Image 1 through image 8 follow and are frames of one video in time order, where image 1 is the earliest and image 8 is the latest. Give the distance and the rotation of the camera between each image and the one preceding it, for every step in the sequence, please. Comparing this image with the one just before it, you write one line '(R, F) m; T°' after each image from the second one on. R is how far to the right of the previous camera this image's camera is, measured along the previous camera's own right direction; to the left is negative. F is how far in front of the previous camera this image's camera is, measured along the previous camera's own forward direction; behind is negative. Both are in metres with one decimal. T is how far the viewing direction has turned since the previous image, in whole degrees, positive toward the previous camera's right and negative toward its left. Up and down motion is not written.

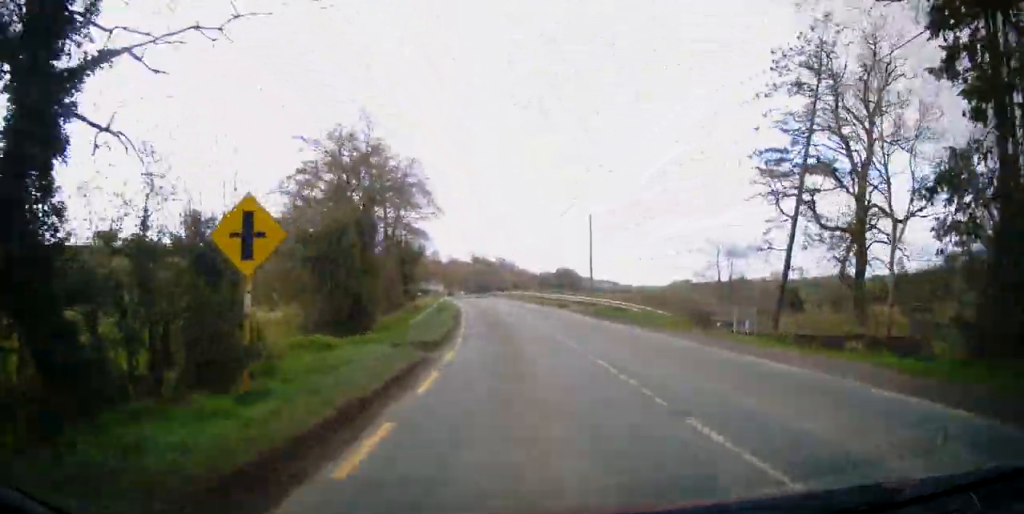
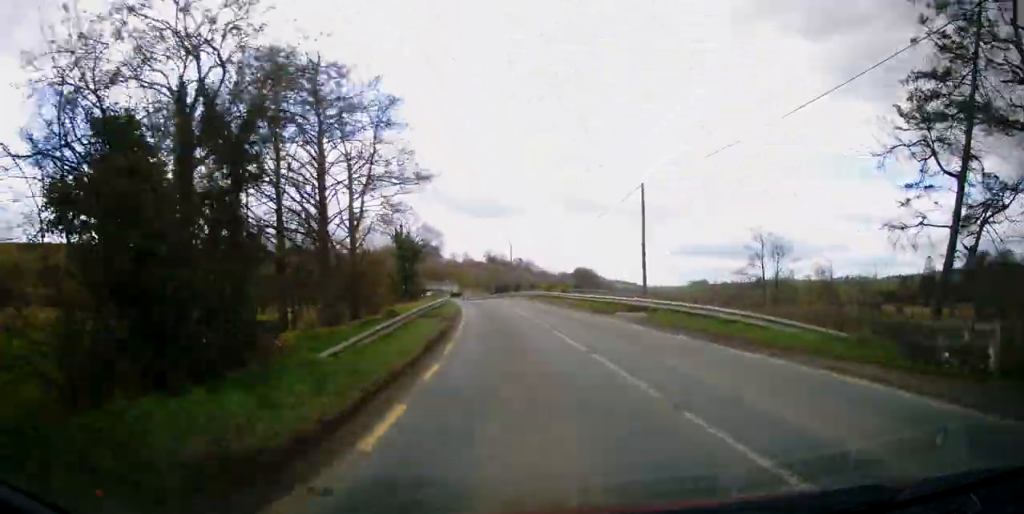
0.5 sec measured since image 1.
(-0.1, +11.3) m; -1°
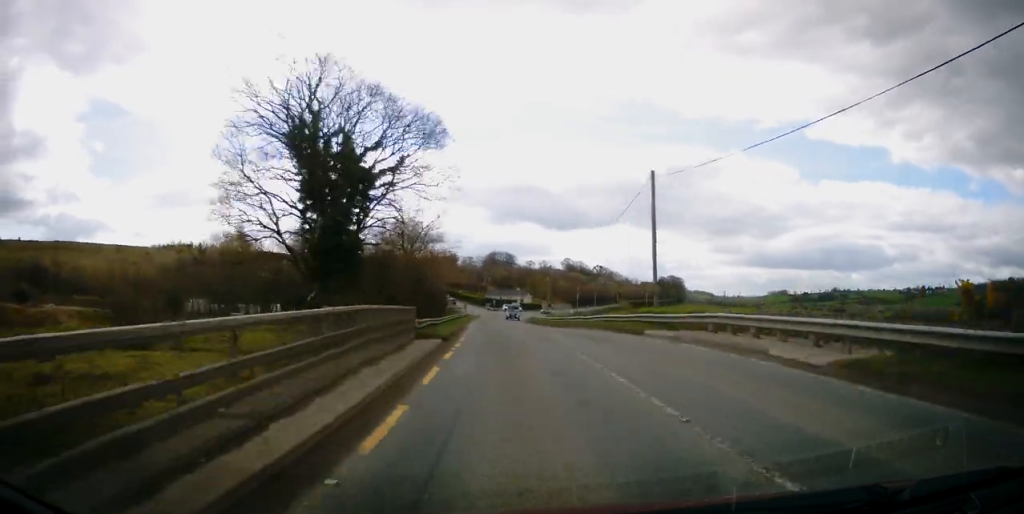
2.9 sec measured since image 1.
(-2.8, +47.9) m; -8°
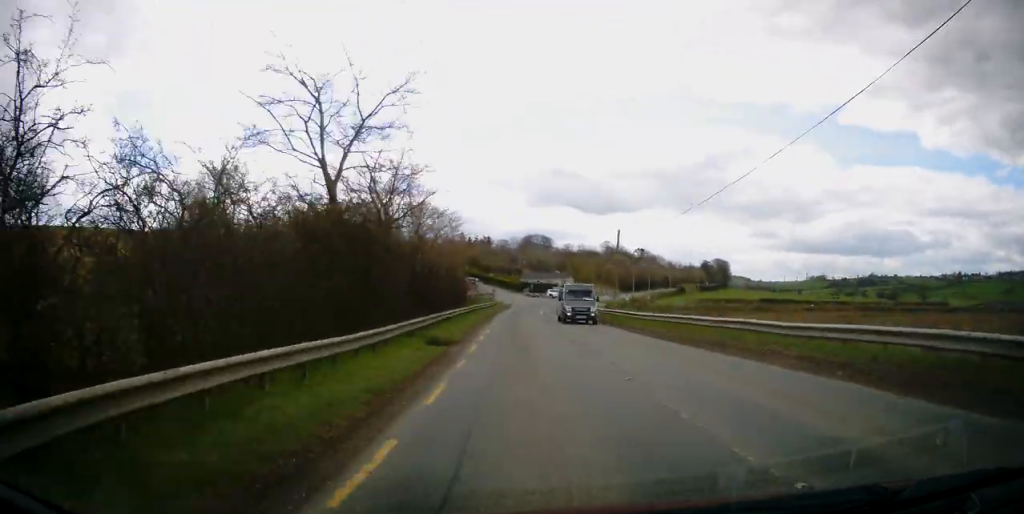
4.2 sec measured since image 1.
(-1.2, +25.8) m; -4°
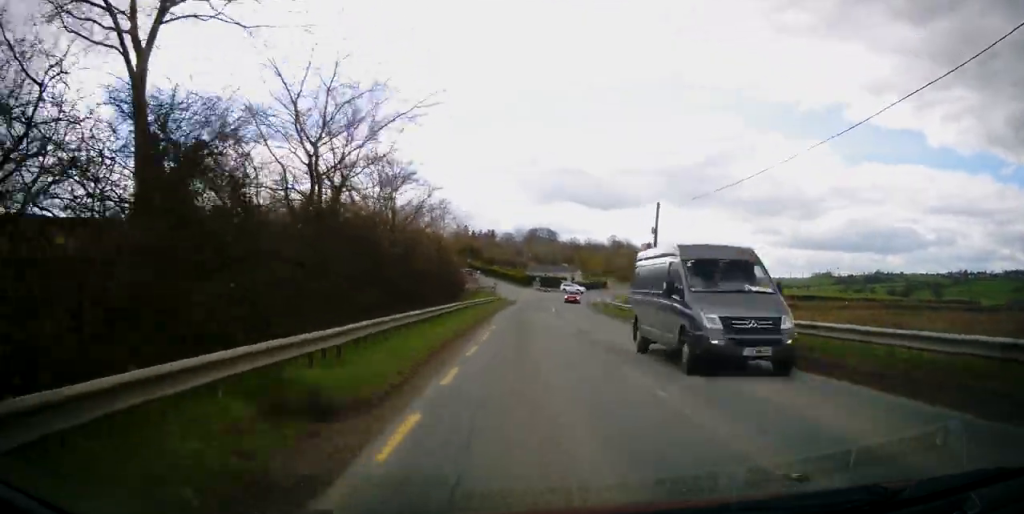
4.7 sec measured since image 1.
(-0.1, +11.1) m; -1°
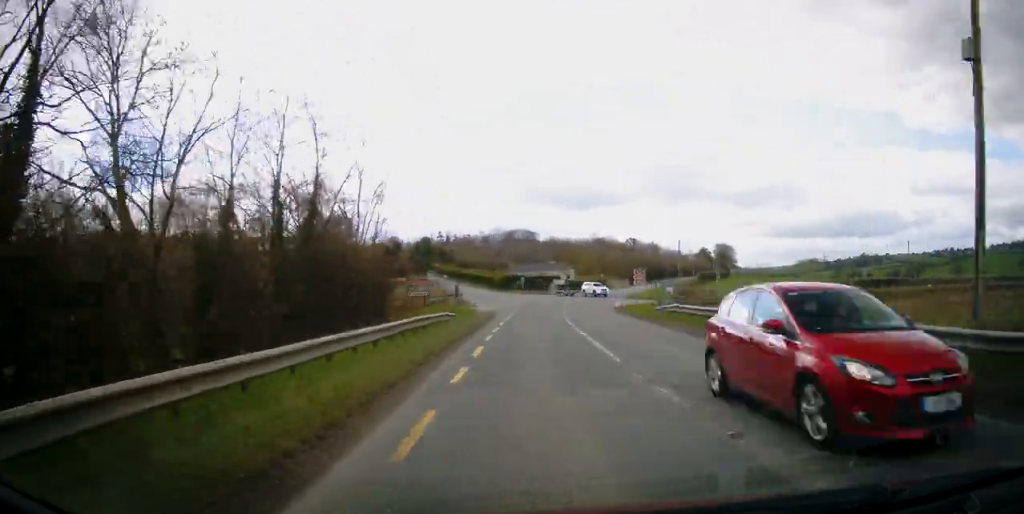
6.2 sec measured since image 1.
(+0.1, +27.7) m; +1°
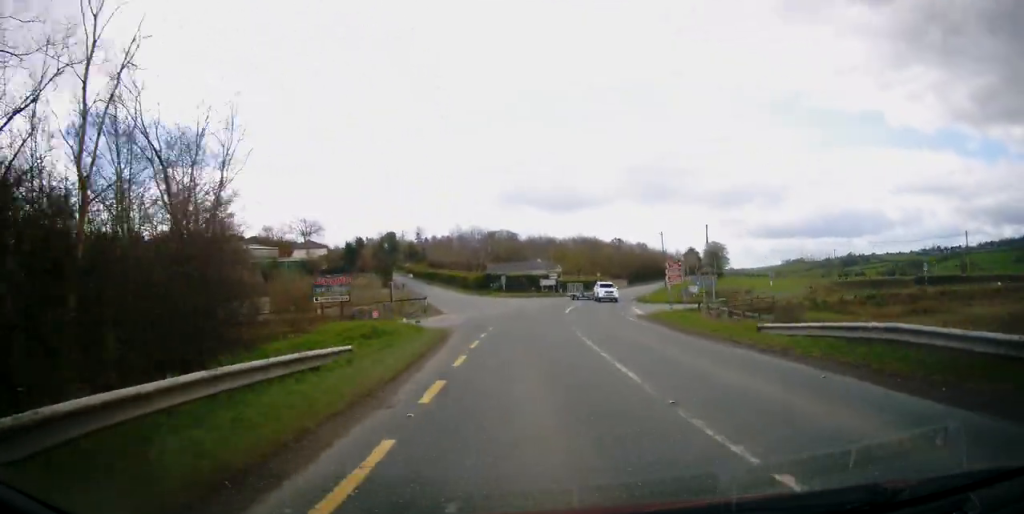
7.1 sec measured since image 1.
(+0.2, +17.7) m; +1°
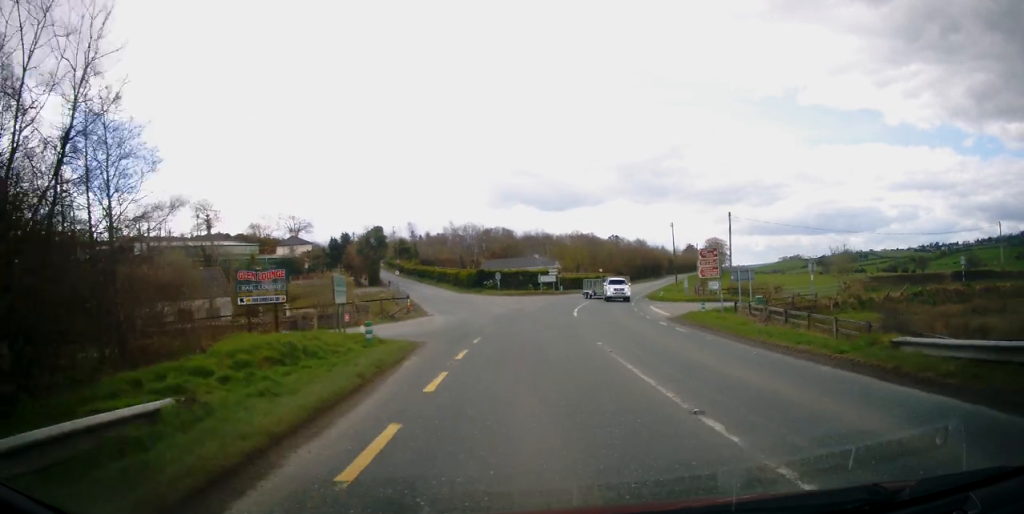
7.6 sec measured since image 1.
(0.0, +7.7) m; 0°
